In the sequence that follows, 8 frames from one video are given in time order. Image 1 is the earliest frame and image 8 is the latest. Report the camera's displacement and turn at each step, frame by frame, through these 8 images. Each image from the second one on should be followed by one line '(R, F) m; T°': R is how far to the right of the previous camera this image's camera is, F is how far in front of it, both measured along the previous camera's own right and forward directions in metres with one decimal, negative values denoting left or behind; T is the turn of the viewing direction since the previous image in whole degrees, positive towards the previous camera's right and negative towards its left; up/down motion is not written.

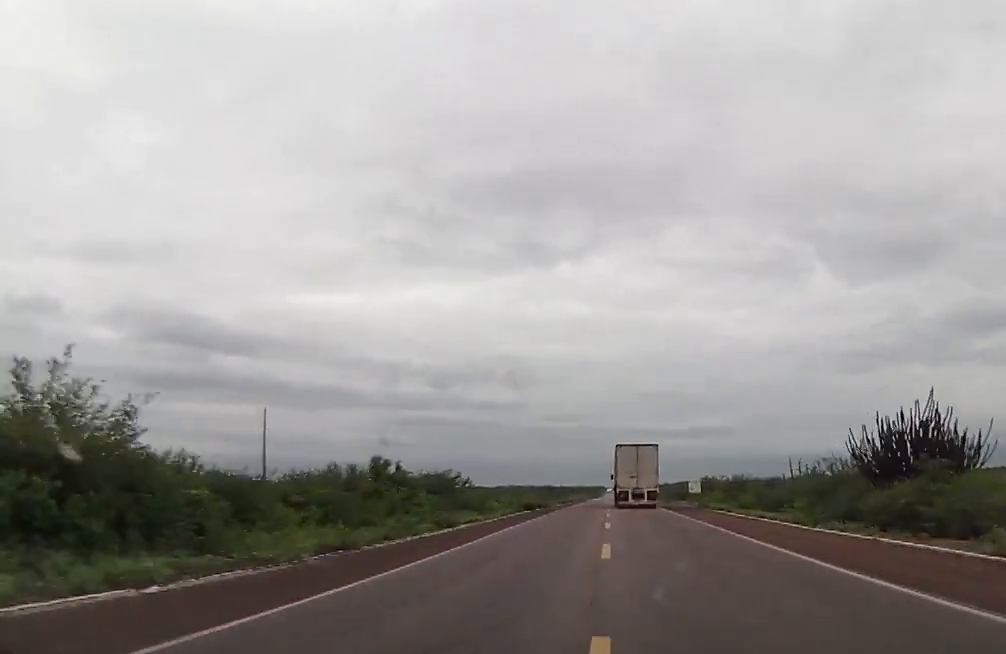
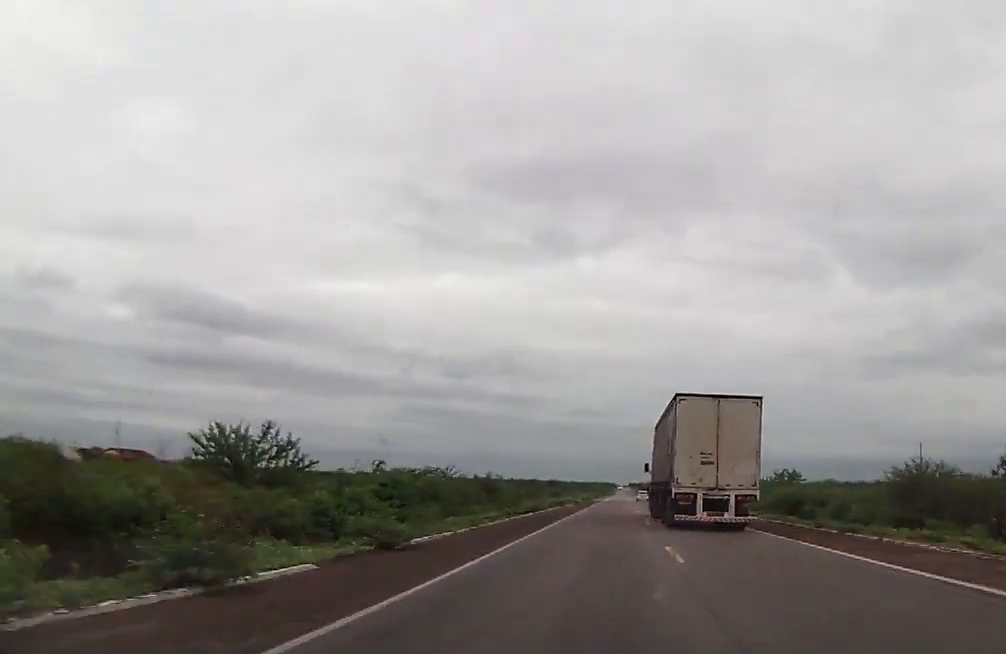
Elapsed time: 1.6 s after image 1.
(-0.6, +64.3) m; -1°
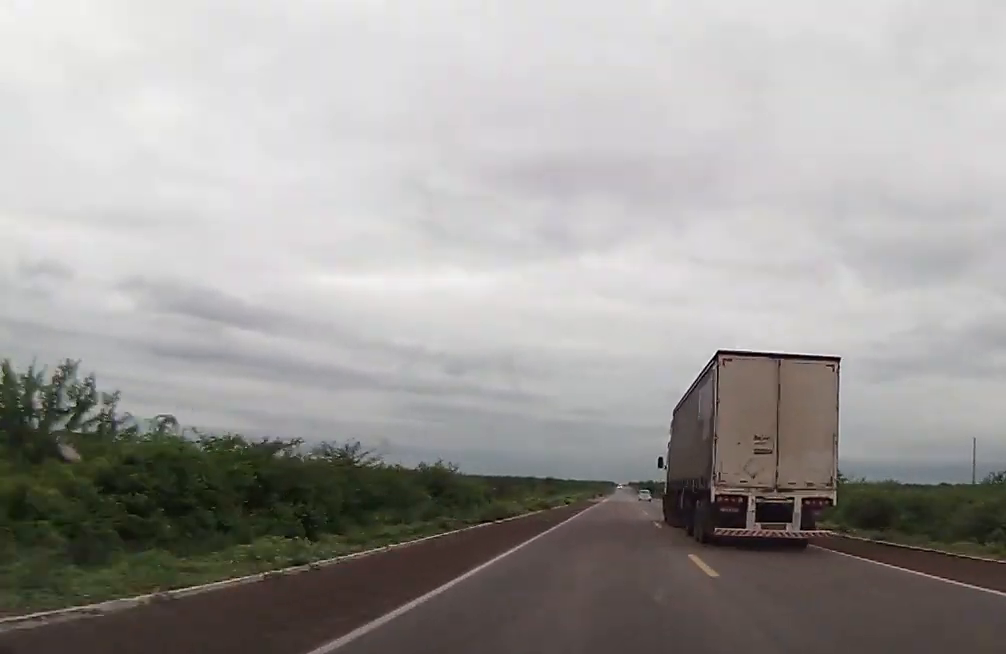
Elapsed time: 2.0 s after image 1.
(-0.1, +17.9) m; 0°
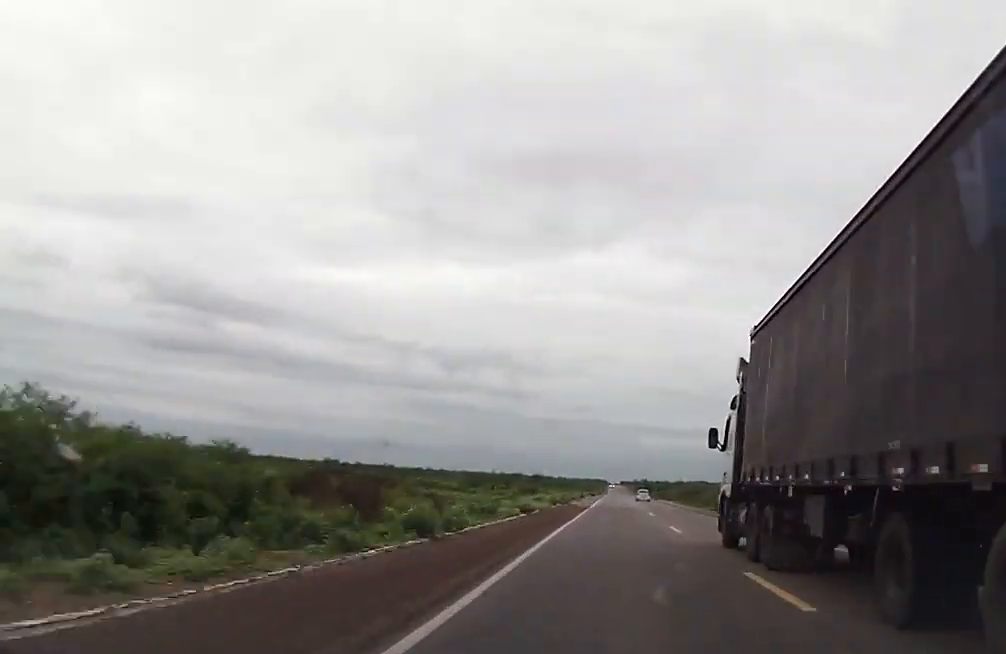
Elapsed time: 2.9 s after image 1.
(0.0, +35.9) m; 0°
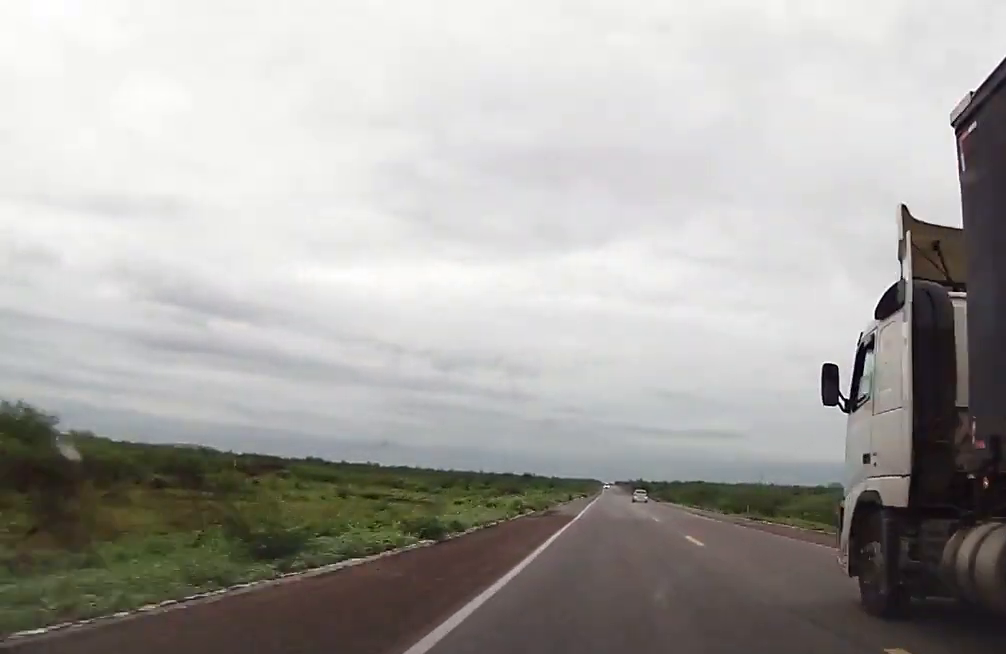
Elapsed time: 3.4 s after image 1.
(0.0, +22.2) m; 0°
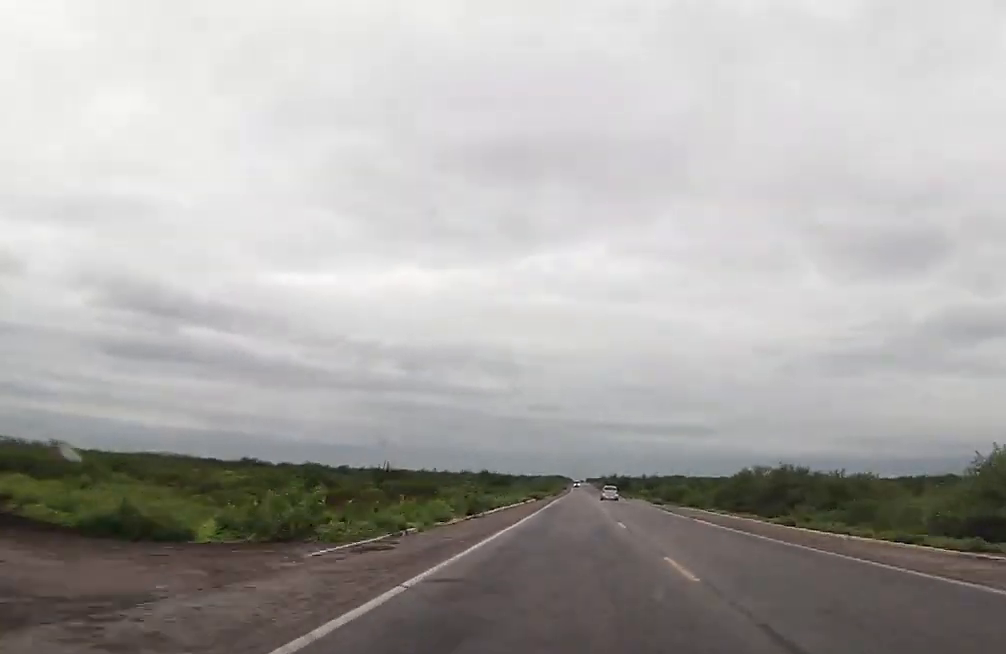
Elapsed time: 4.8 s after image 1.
(+0.5, +57.2) m; +1°
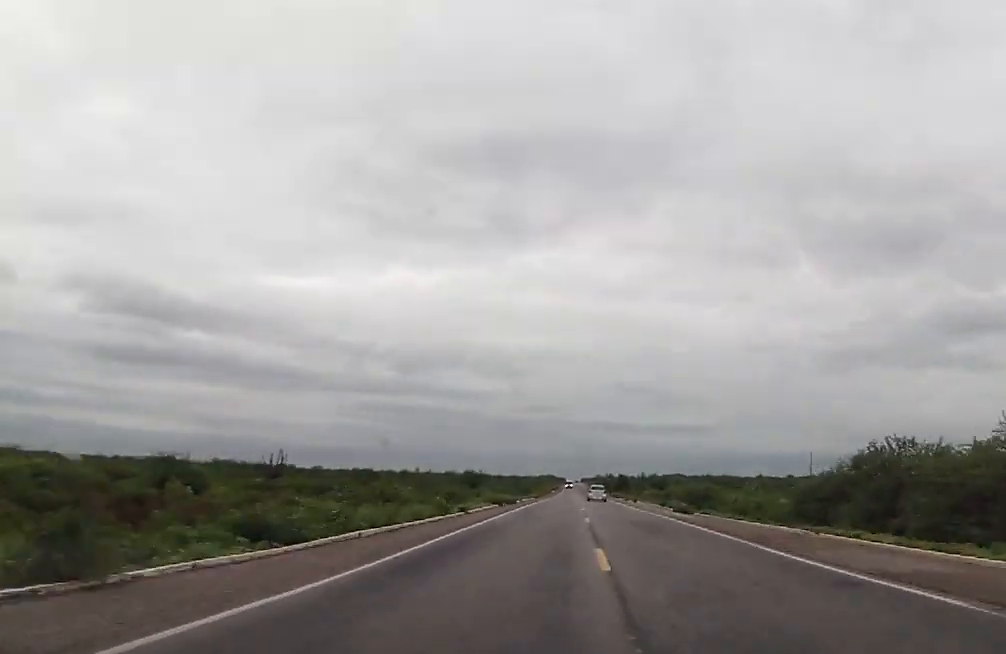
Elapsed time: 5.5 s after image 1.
(+0.3, +30.6) m; +1°
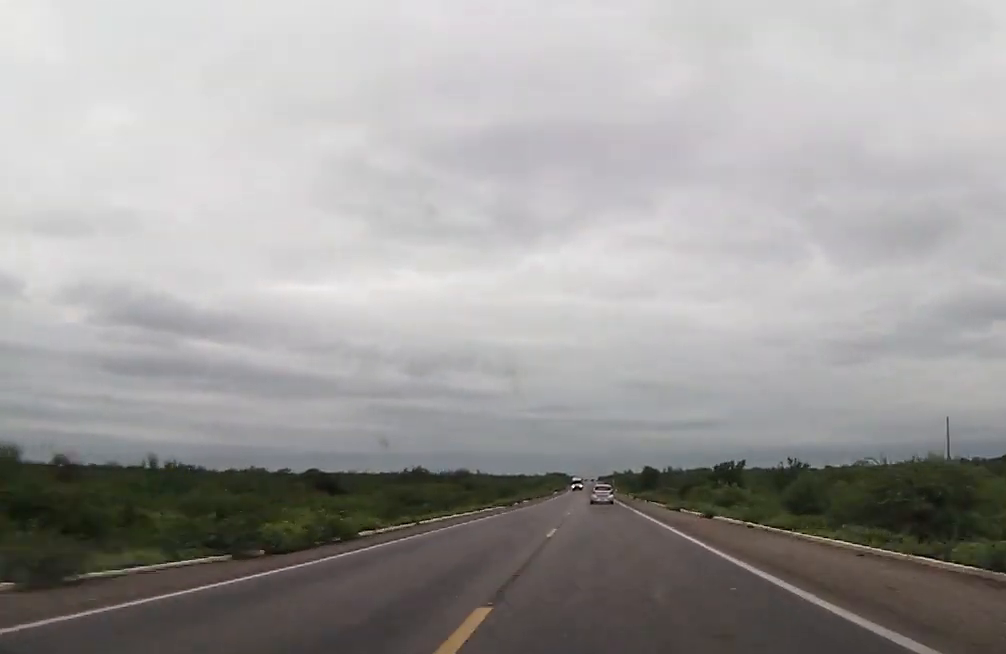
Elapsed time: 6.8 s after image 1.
(+0.2, +55.3) m; 0°
